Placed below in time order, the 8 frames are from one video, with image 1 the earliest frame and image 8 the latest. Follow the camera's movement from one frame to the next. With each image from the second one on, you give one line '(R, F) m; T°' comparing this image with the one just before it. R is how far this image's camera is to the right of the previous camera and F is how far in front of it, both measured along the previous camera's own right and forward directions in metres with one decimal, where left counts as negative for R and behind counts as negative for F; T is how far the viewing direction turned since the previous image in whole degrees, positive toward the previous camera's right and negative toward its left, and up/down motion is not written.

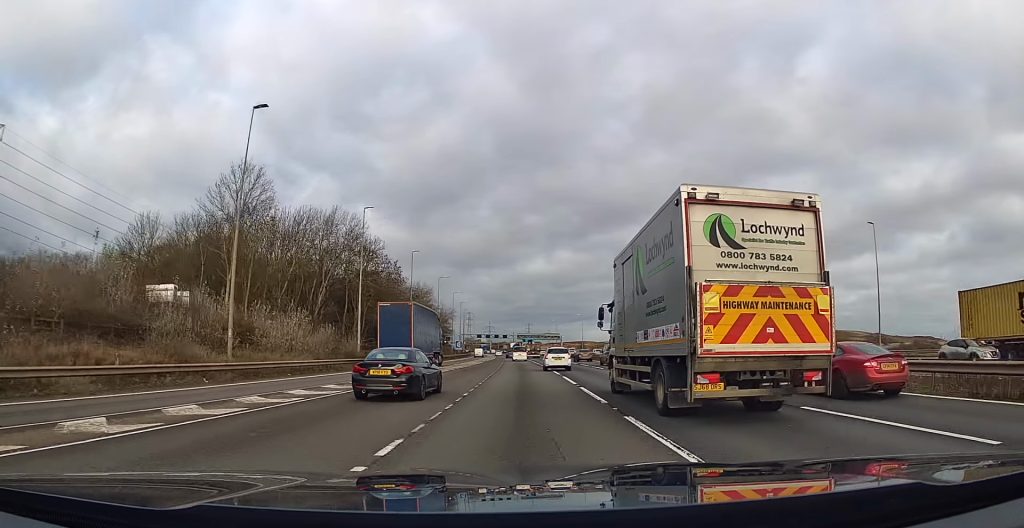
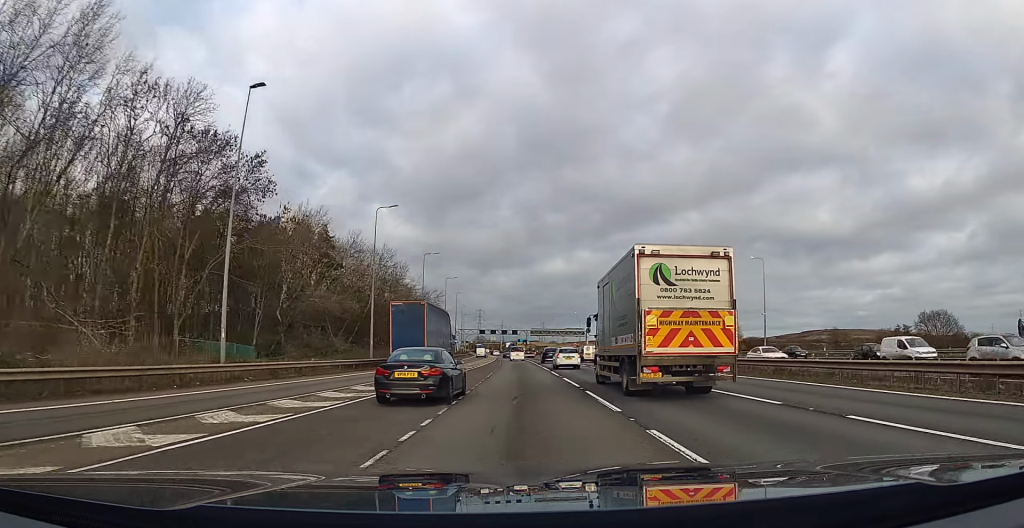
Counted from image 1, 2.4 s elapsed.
(-0.7, +55.2) m; -1°
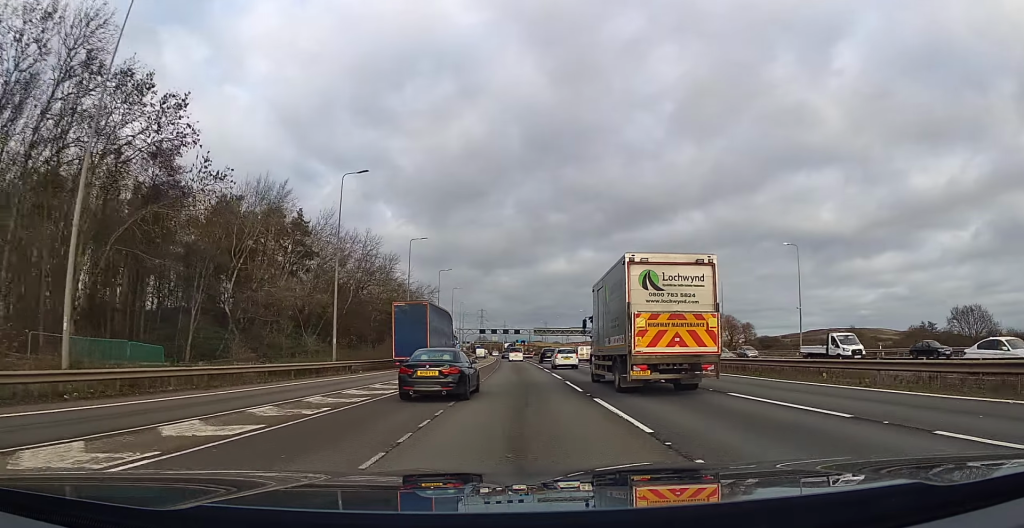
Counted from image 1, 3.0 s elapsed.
(0.0, +12.2) m; 0°
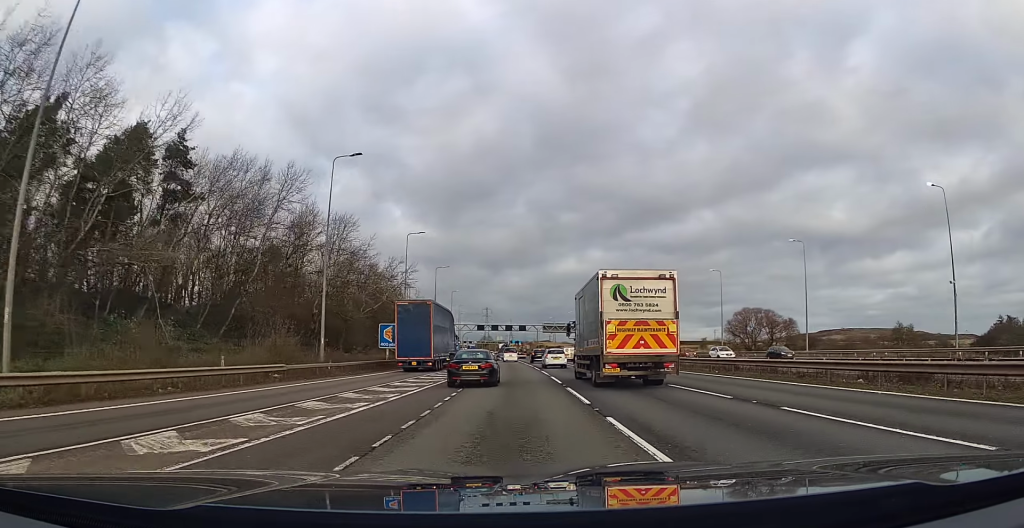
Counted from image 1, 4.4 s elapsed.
(-0.3, +32.7) m; -1°
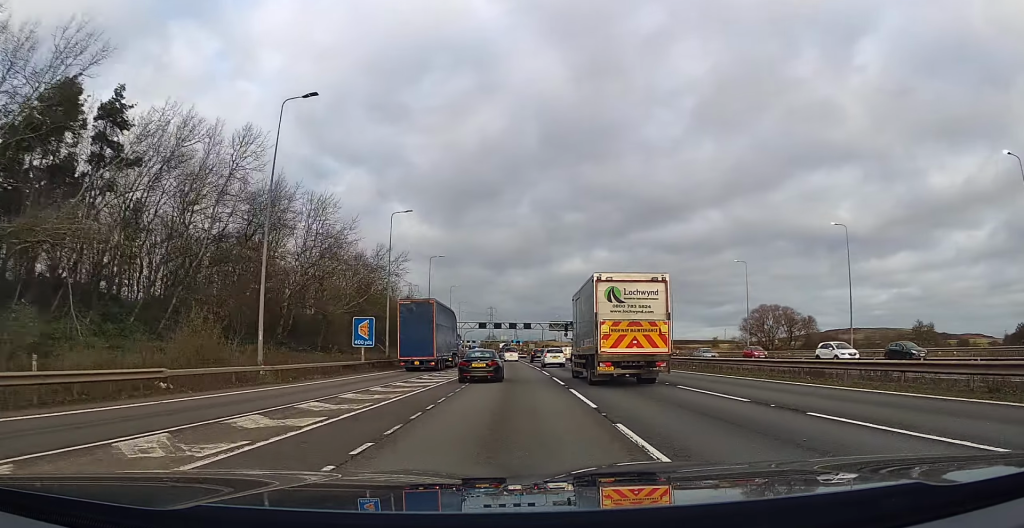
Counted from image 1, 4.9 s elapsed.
(0.0, +10.7) m; 0°
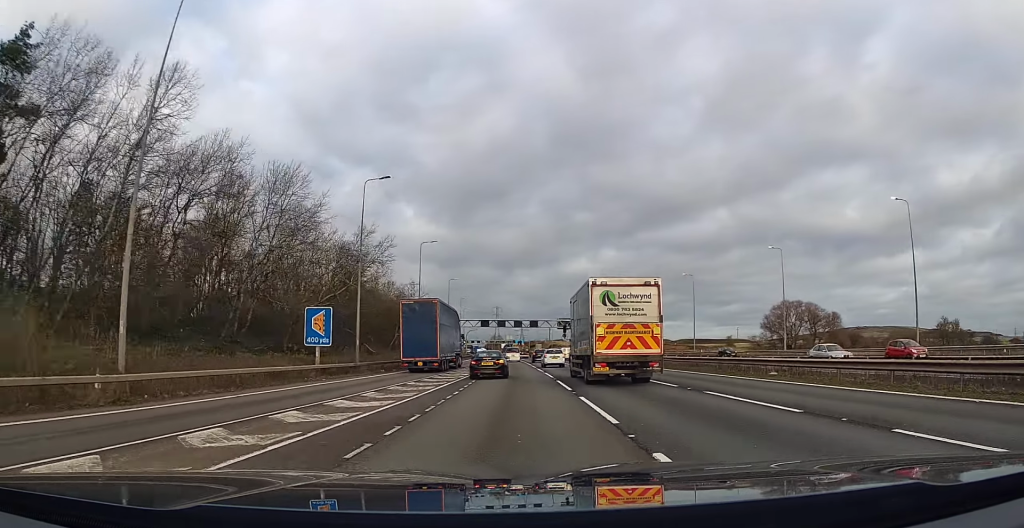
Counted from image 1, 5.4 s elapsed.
(0.0, +11.5) m; 0°
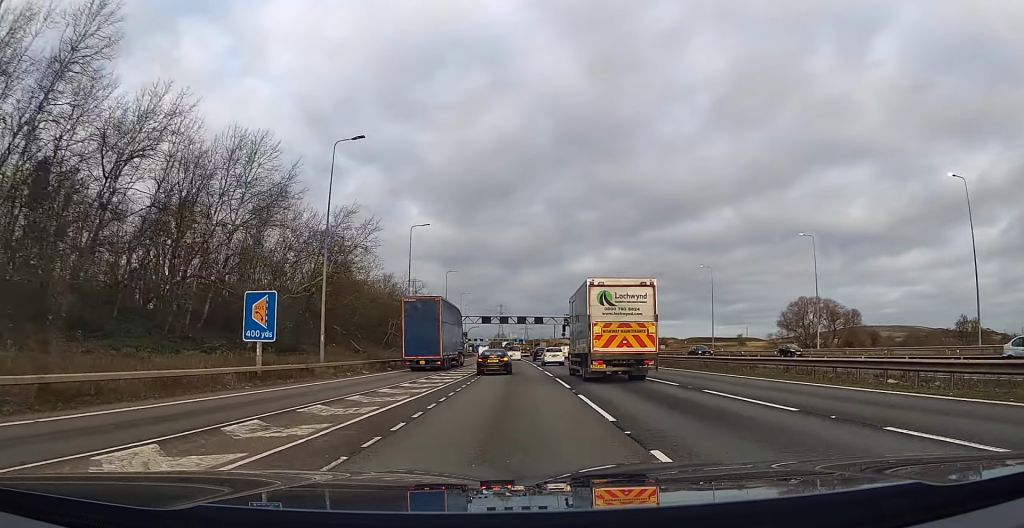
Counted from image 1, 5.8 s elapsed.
(0.0, +9.3) m; 0°
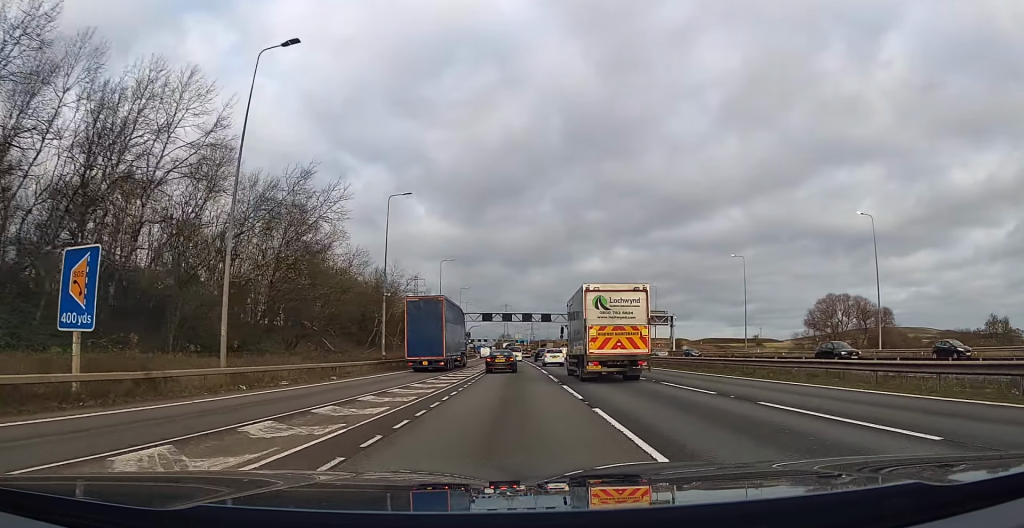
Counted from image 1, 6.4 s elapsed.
(0.0, +14.0) m; -1°
